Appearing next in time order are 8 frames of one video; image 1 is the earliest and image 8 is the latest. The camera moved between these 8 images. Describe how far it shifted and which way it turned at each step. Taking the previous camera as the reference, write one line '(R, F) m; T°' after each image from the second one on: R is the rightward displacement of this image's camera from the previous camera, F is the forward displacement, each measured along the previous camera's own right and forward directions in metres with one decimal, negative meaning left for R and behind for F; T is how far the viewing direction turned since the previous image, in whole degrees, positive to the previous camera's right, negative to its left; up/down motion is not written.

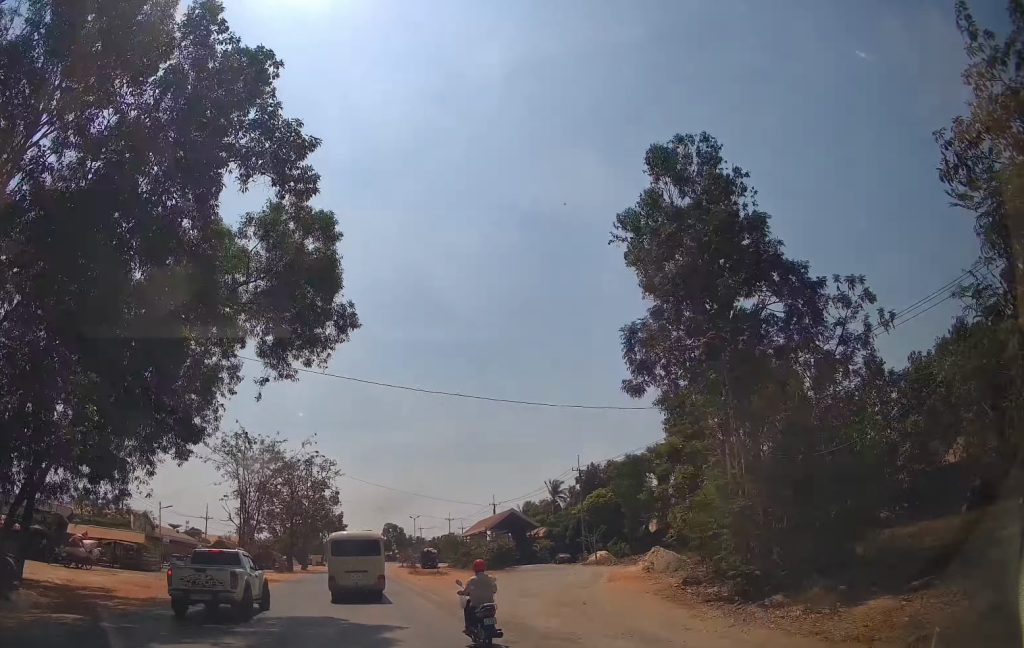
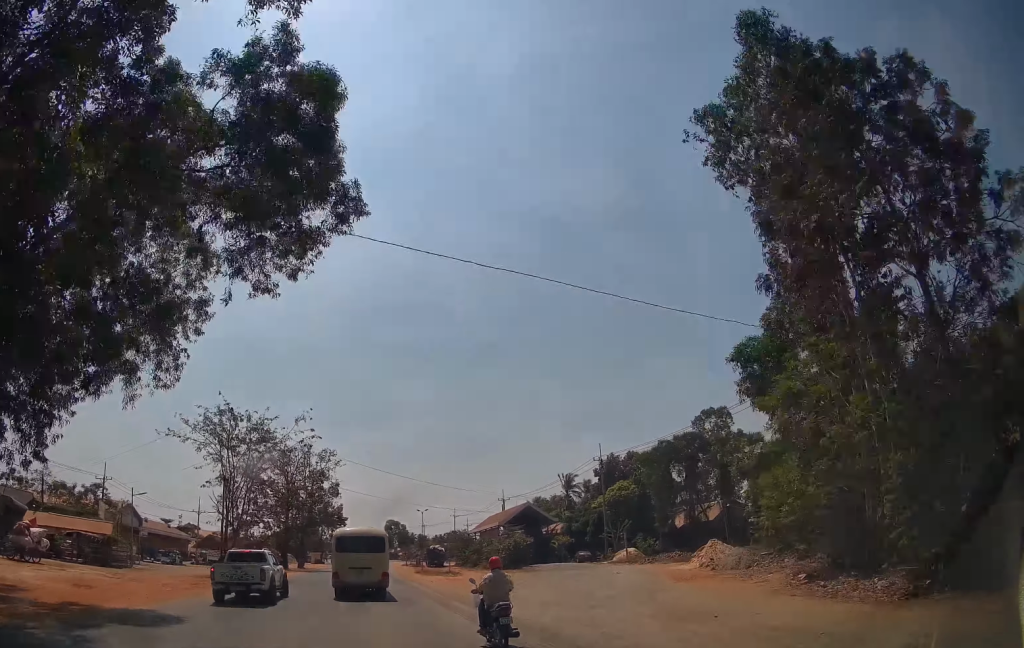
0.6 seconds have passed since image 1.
(0.0, +6.2) m; 0°
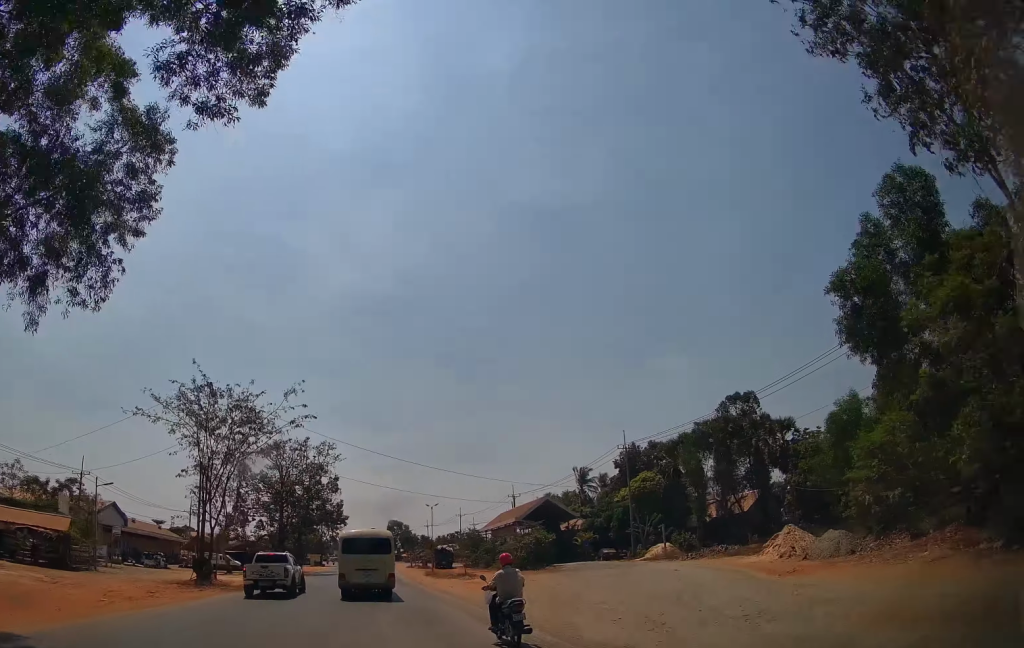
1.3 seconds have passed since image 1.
(0.0, +5.9) m; 0°
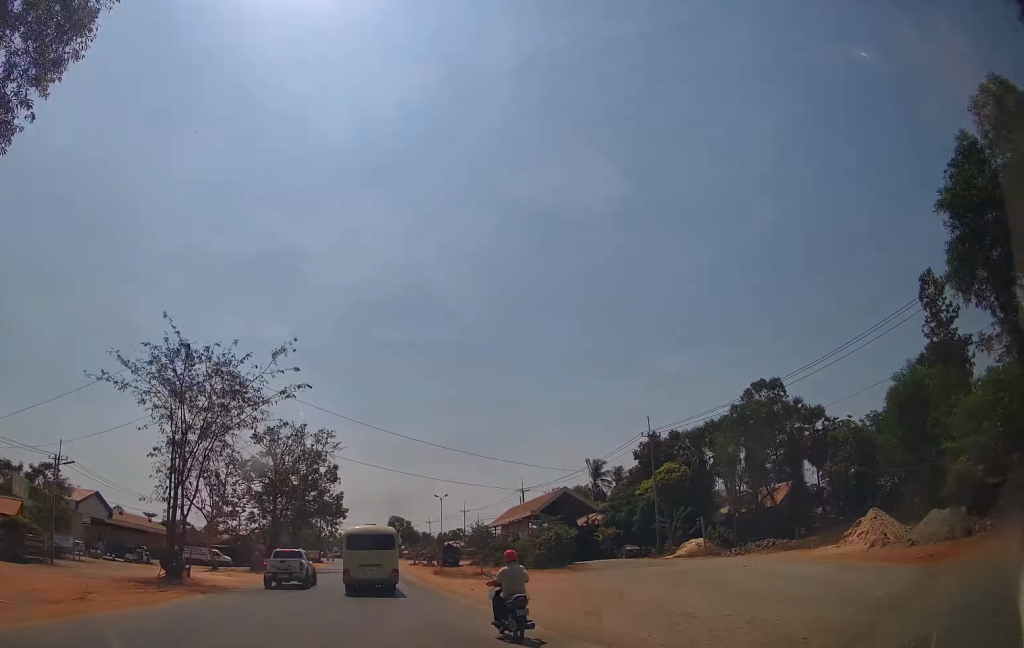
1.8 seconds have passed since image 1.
(0.0, +5.1) m; 0°
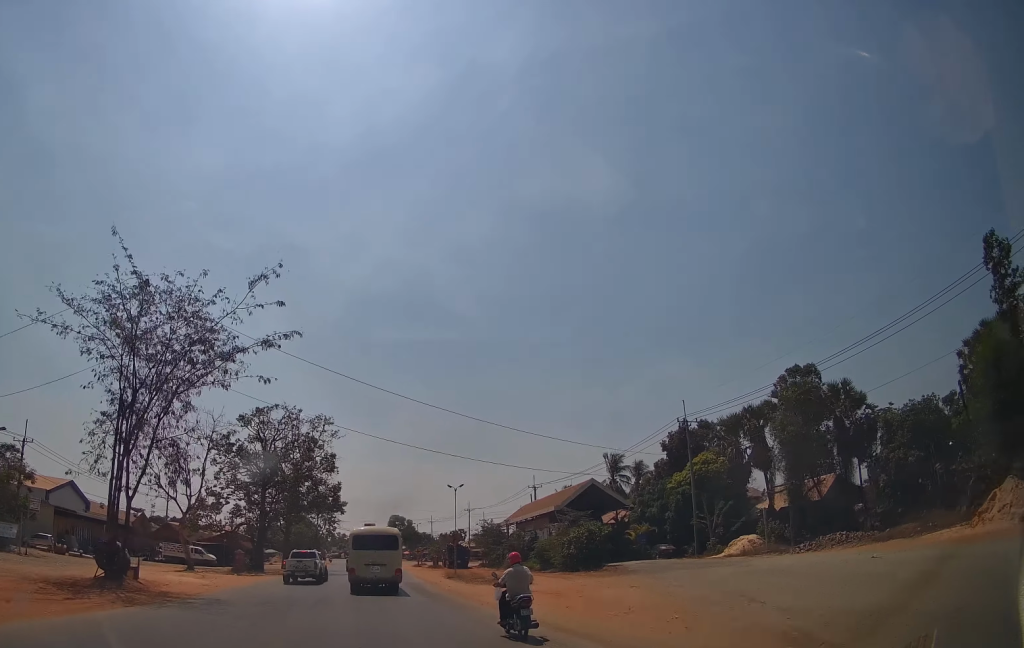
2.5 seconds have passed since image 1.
(+0.1, +5.6) m; +1°
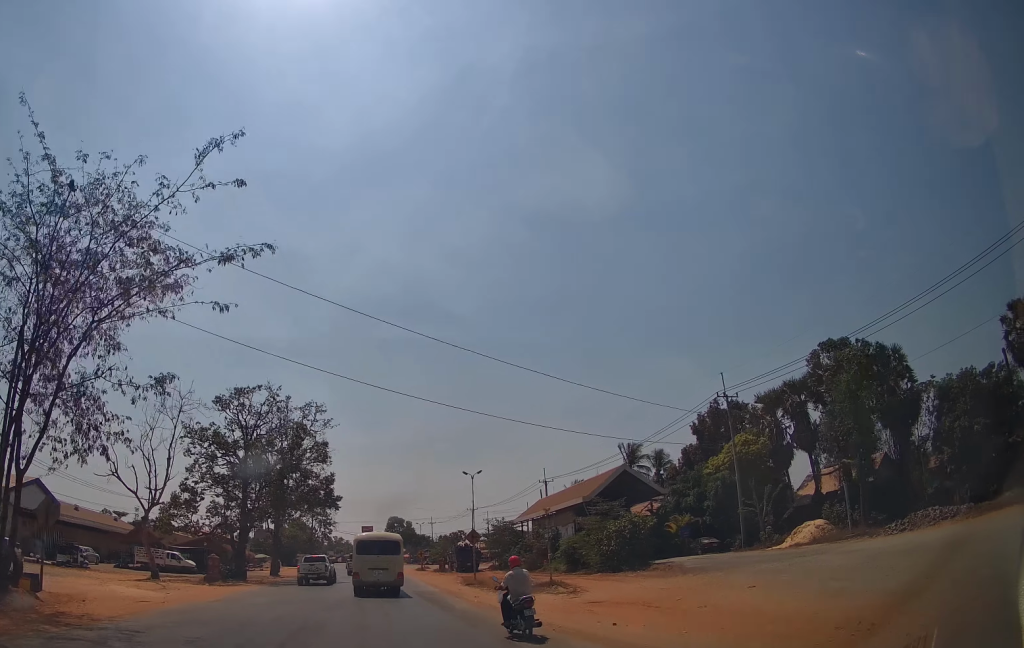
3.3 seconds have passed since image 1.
(0.0, +6.0) m; +1°
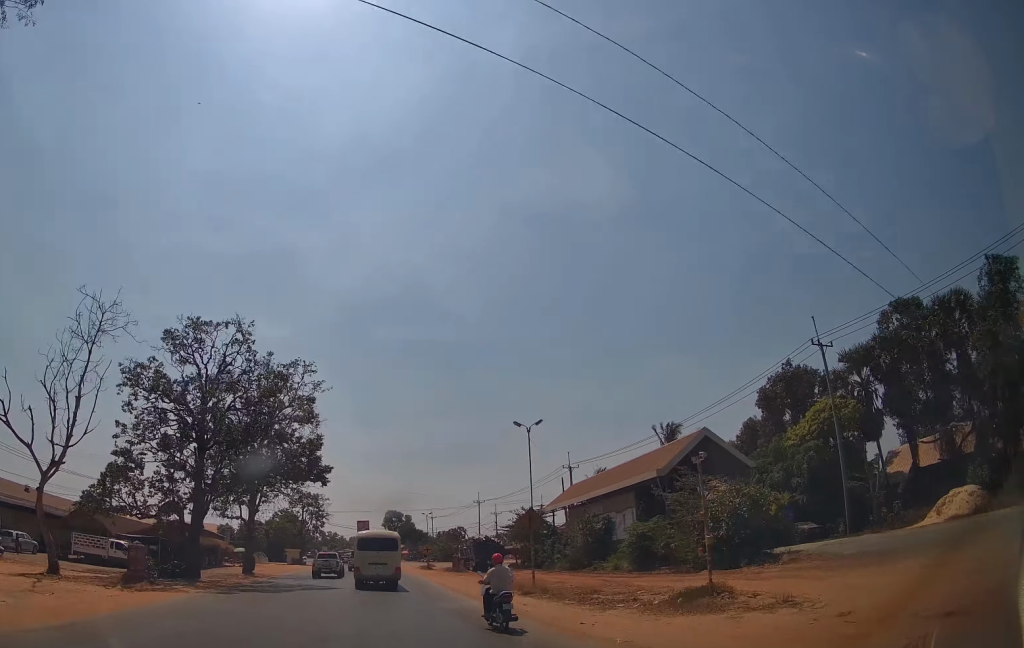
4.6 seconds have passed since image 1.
(+0.1, +10.2) m; 0°
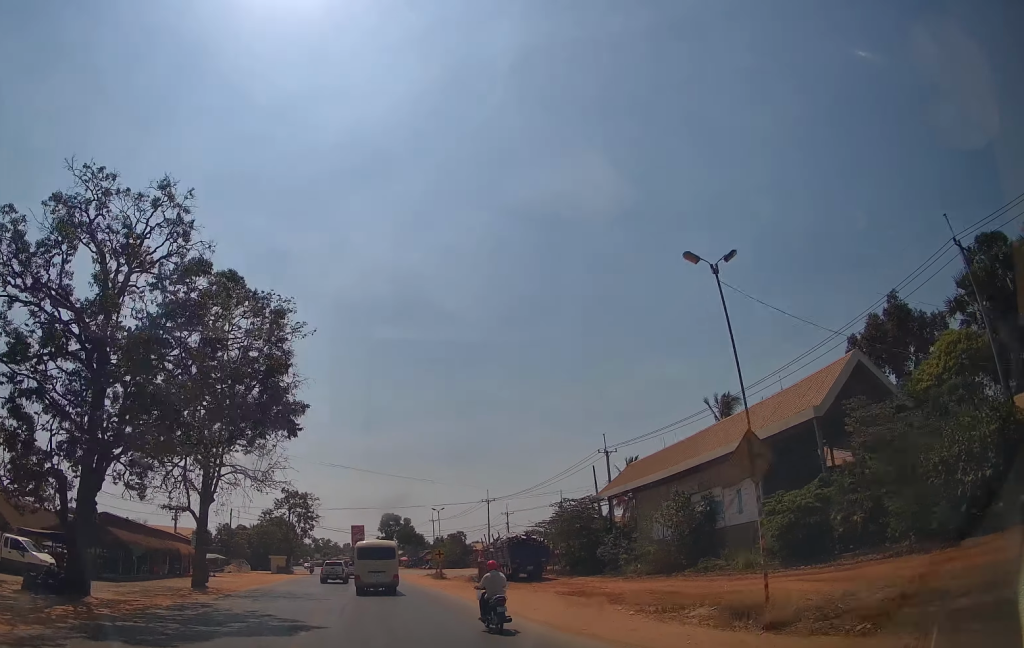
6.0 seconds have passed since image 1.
(0.0, +12.6) m; 0°
